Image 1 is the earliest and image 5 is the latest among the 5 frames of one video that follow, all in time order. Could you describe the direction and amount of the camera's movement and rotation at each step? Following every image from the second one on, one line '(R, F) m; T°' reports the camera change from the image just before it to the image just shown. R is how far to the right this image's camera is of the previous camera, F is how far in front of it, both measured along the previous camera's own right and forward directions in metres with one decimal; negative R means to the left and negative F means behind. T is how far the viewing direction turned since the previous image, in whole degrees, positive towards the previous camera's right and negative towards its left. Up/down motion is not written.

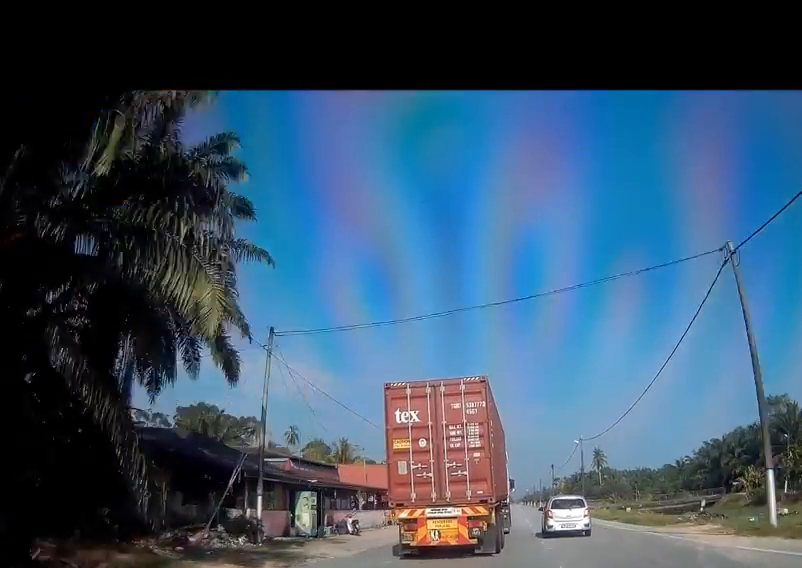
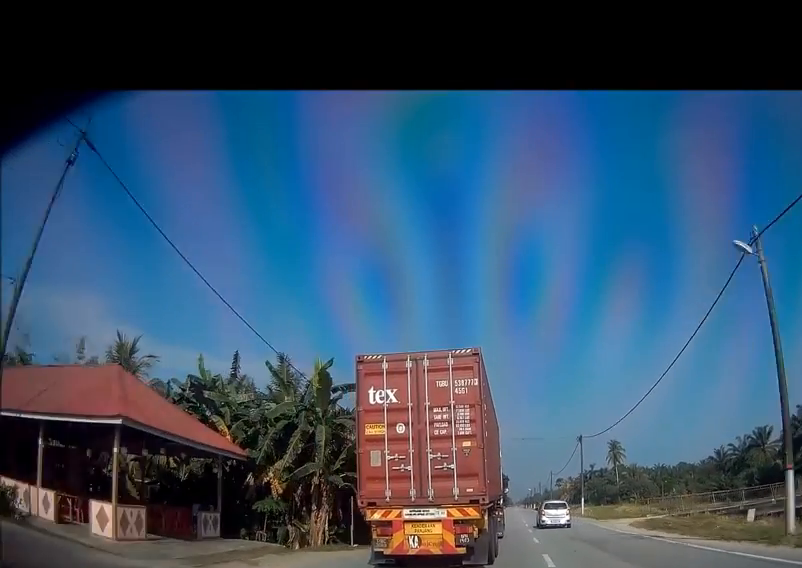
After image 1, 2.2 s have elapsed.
(-0.1, +39.2) m; -1°
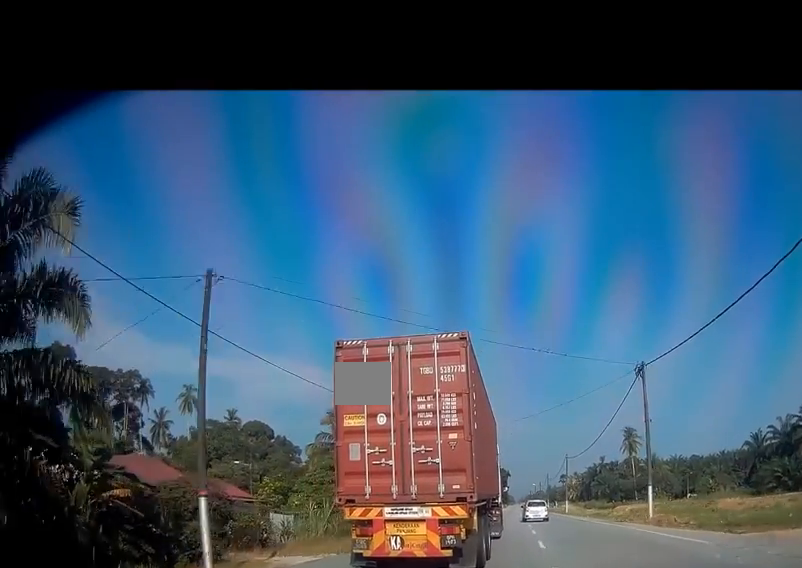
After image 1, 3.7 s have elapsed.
(-0.3, +24.9) m; 0°
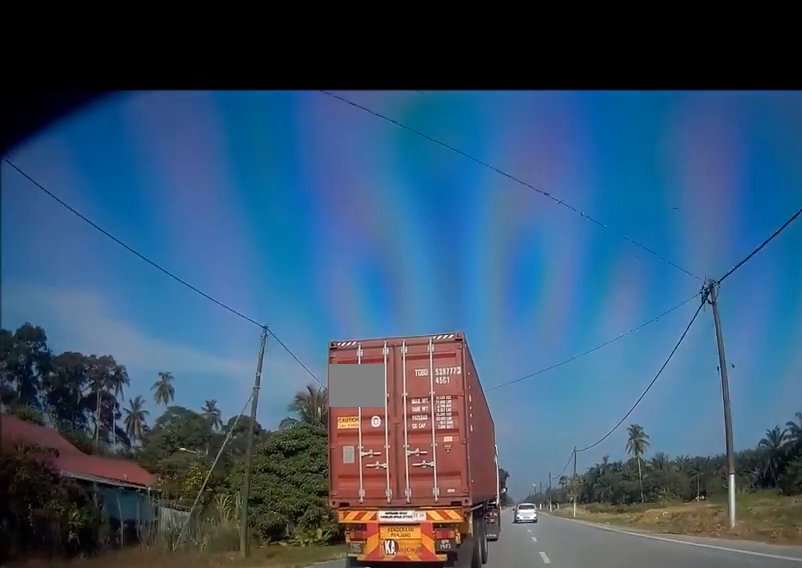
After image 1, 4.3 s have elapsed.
(+0.2, +10.3) m; 0°
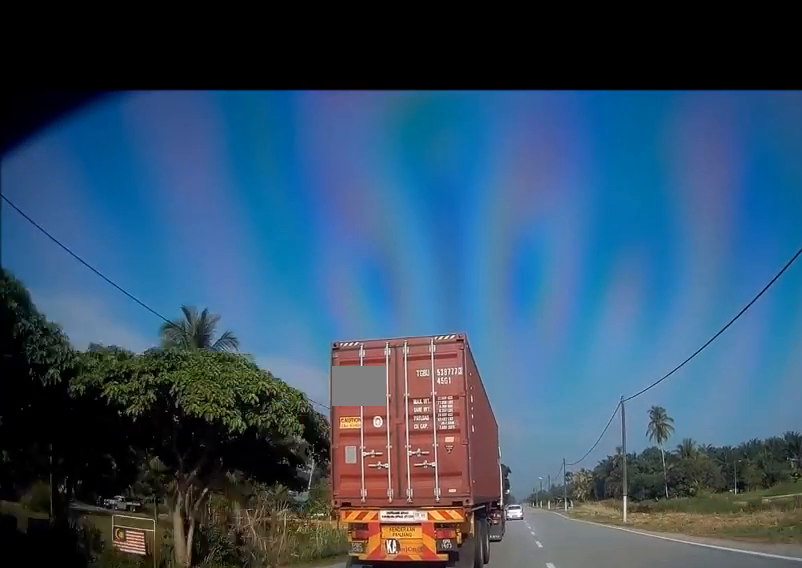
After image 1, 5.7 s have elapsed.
(+0.1, +24.5) m; 0°
